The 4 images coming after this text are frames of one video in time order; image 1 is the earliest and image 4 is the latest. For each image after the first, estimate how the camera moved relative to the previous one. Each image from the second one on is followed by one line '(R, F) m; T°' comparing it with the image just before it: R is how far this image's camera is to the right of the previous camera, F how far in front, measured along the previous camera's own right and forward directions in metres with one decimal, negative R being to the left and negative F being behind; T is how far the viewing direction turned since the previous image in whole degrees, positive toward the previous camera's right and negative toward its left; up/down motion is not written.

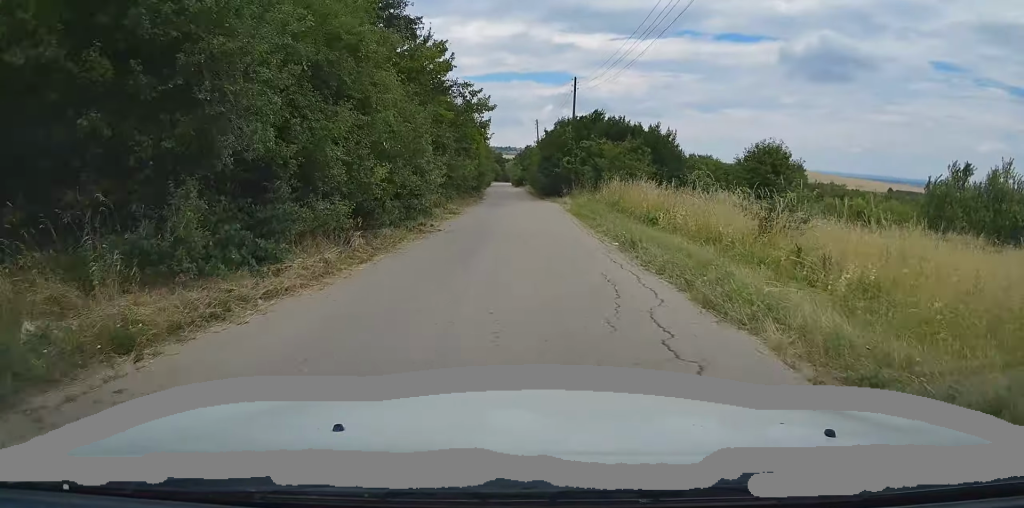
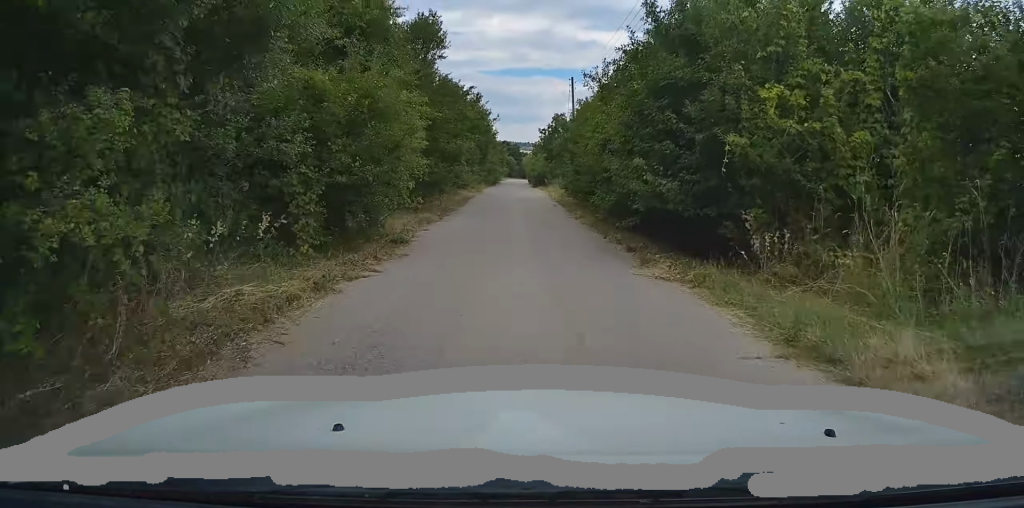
(-0.7, +29.4) m; -2°
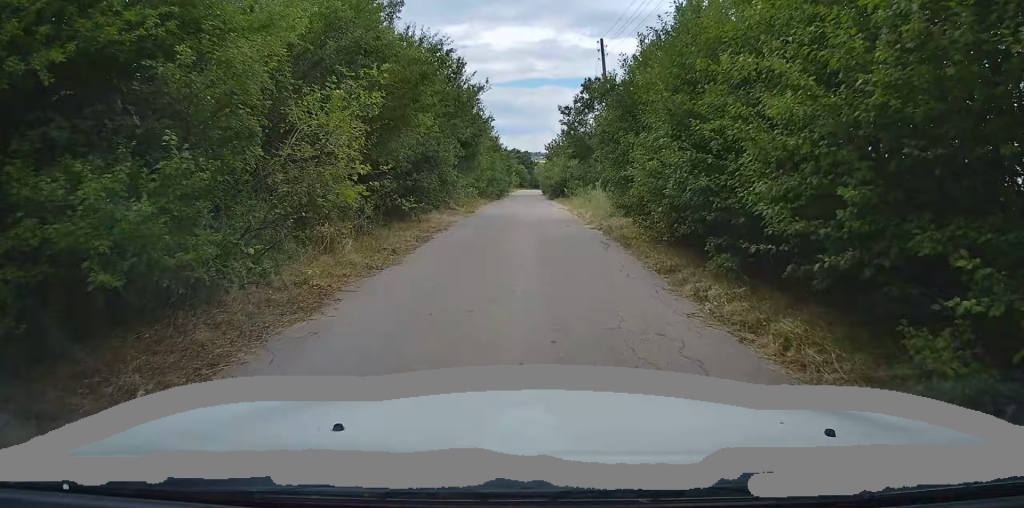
(-0.3, +14.5) m; -2°
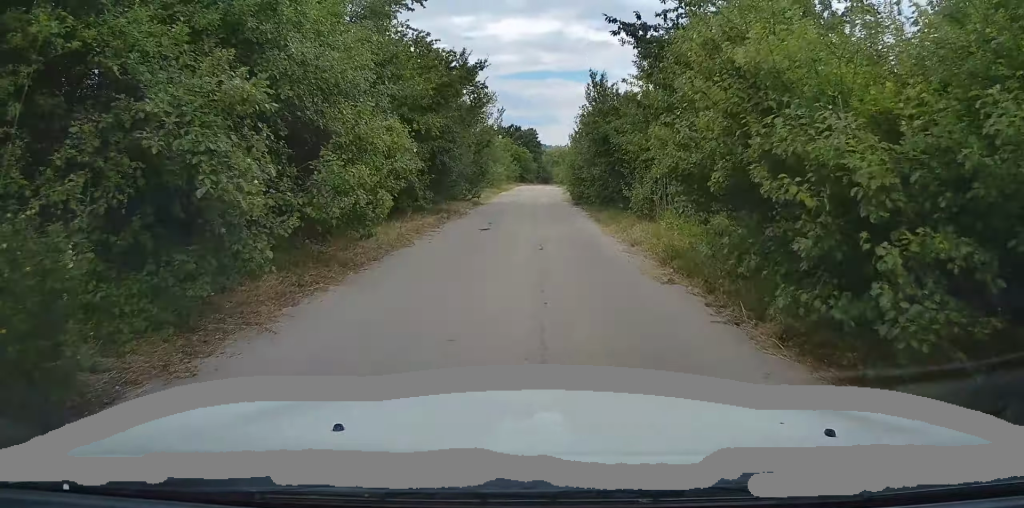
(+0.3, +48.2) m; +1°
